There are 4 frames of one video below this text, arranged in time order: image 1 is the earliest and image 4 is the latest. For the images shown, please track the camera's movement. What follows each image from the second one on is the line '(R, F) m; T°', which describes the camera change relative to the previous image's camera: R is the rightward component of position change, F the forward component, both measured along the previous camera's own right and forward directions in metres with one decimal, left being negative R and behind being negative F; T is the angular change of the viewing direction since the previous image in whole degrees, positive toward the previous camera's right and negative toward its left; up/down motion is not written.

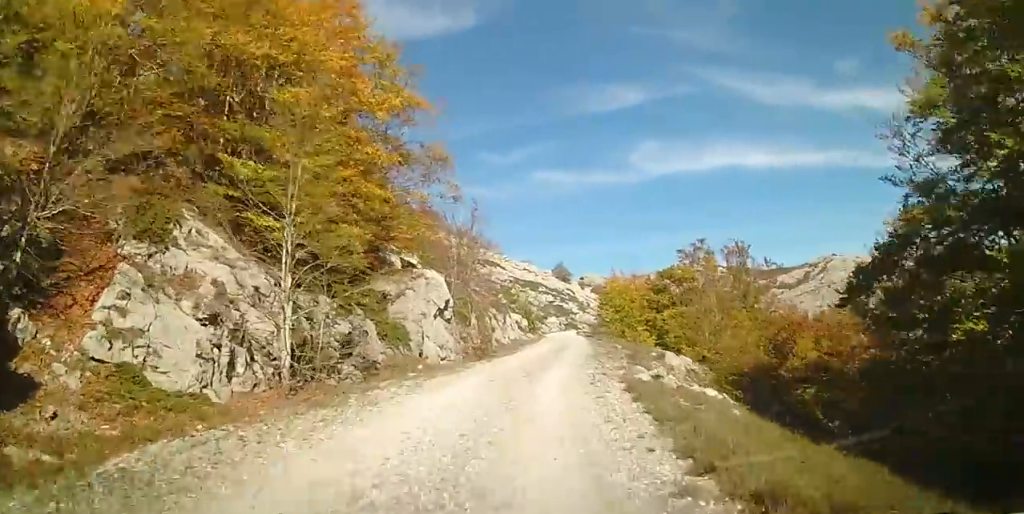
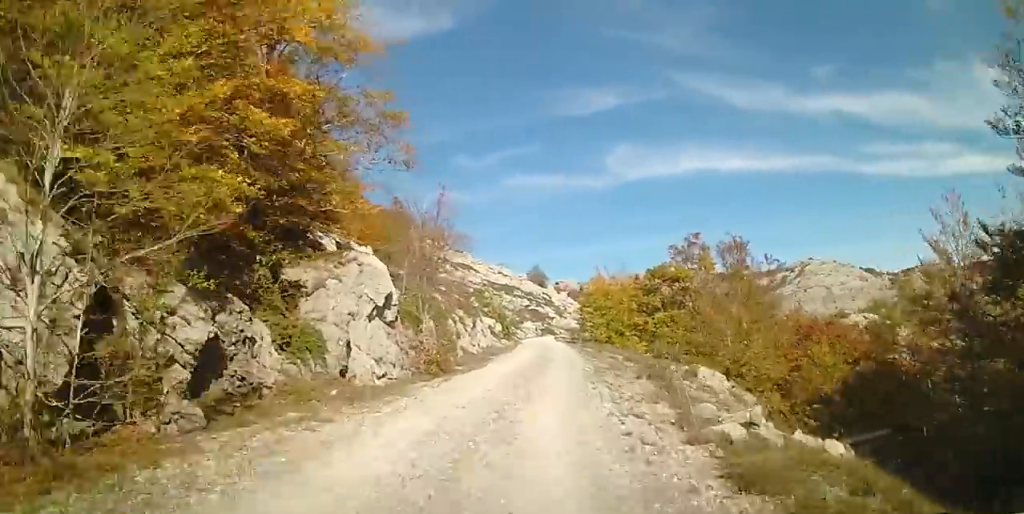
(-0.1, +6.3) m; +2°
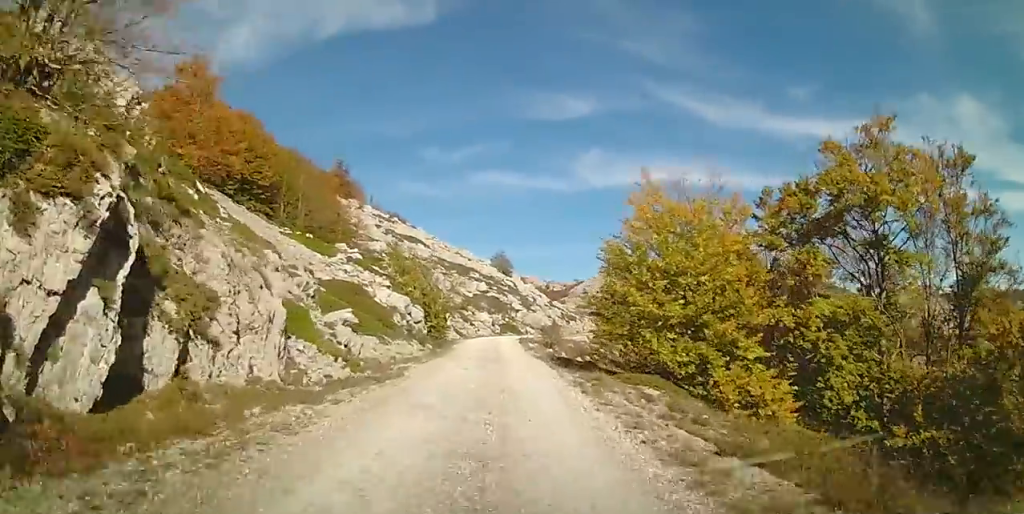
(+2.3, +33.5) m; +3°
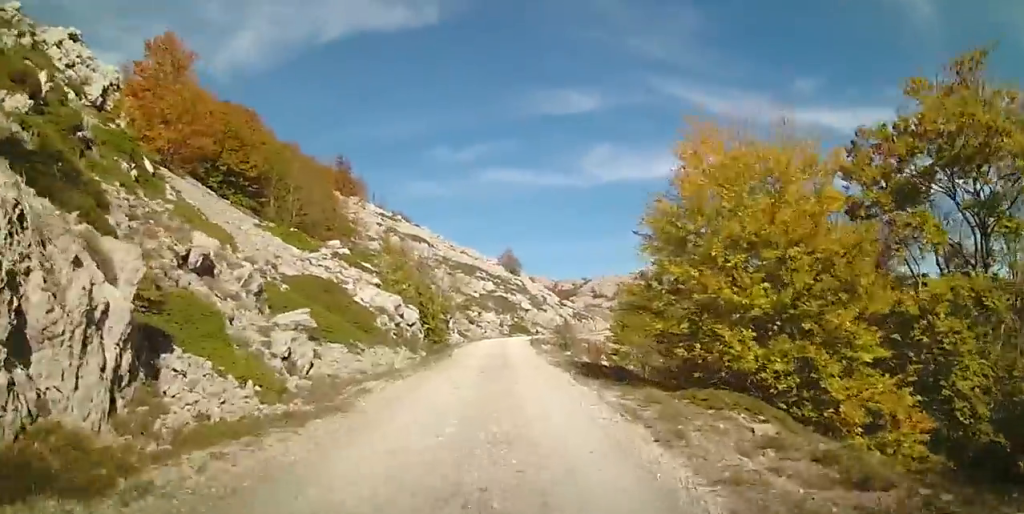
(0.0, +5.4) m; 0°
